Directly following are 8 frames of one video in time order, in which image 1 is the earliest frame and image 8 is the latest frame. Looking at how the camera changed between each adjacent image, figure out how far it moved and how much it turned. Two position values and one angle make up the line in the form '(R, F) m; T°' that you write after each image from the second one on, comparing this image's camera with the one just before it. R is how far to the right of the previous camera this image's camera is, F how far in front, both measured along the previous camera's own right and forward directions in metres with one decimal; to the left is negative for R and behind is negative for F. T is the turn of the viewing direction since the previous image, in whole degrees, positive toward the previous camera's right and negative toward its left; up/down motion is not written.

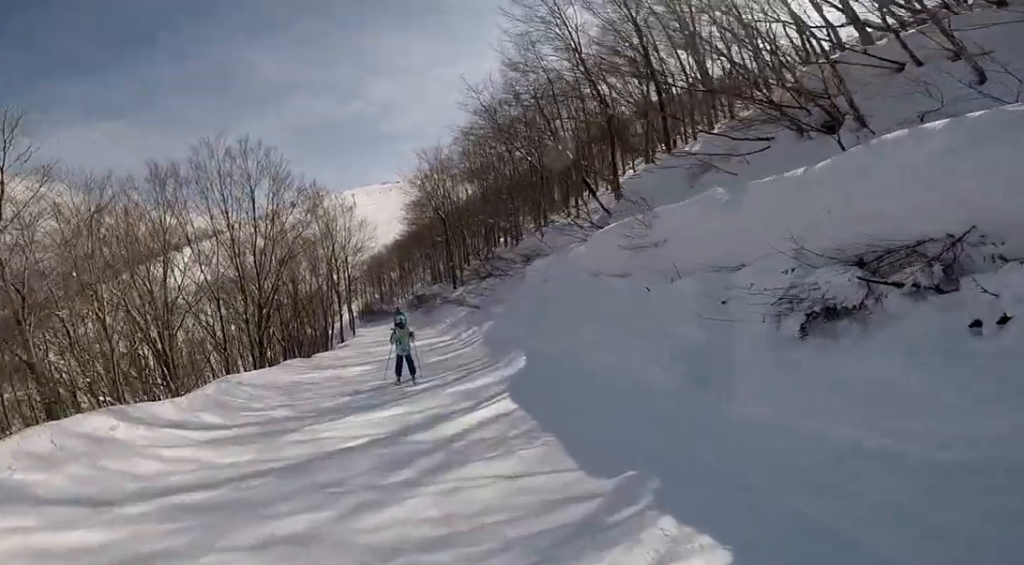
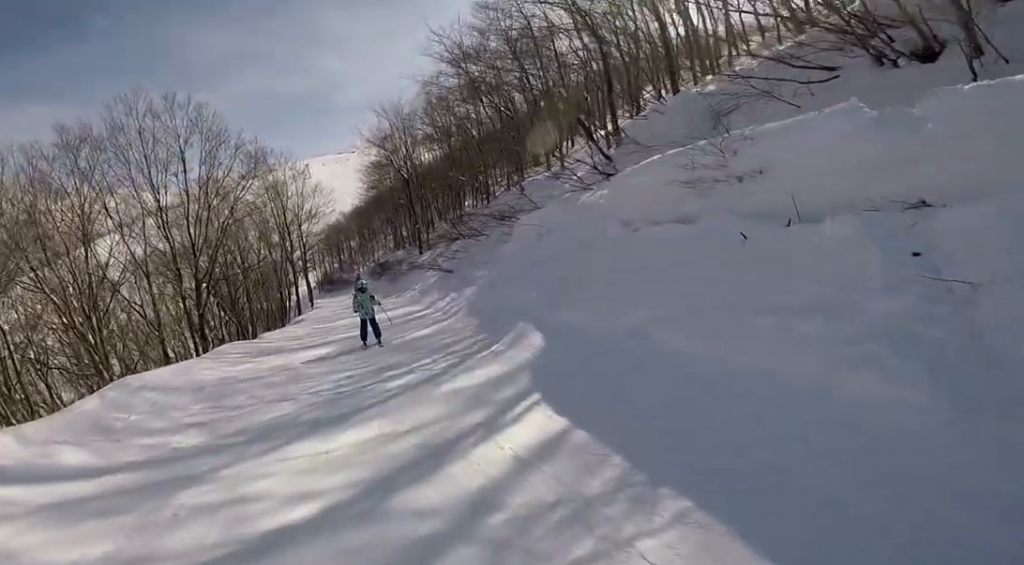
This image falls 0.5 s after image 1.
(+0.3, +2.3) m; 0°
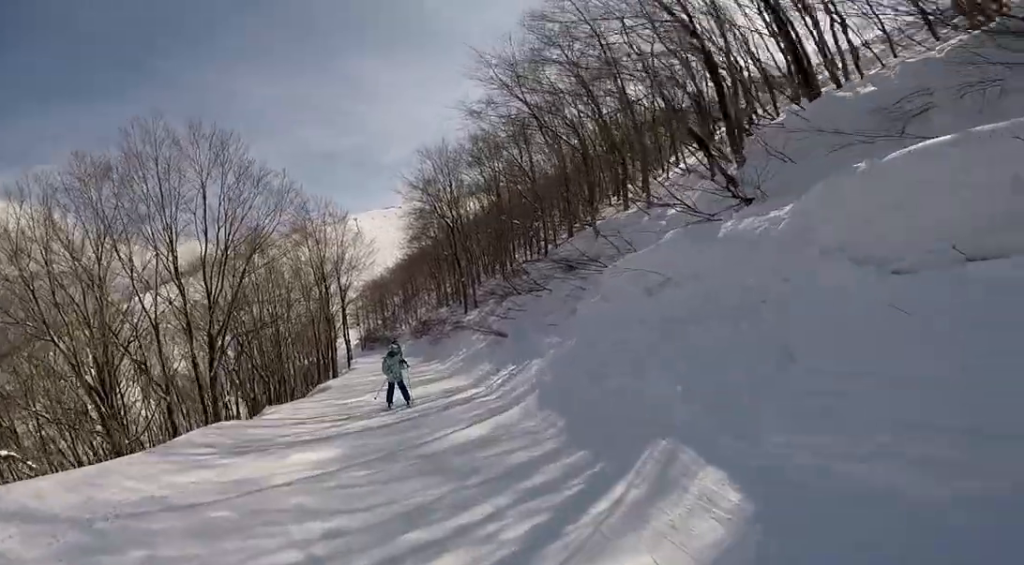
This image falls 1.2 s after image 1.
(-0.4, +3.5) m; 0°
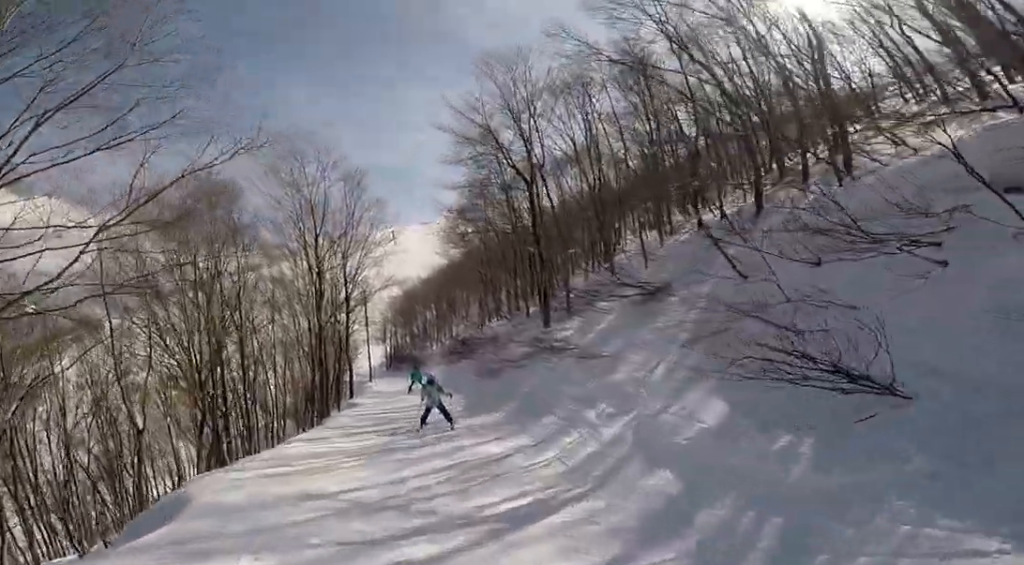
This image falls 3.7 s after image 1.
(-0.2, +12.4) m; -3°
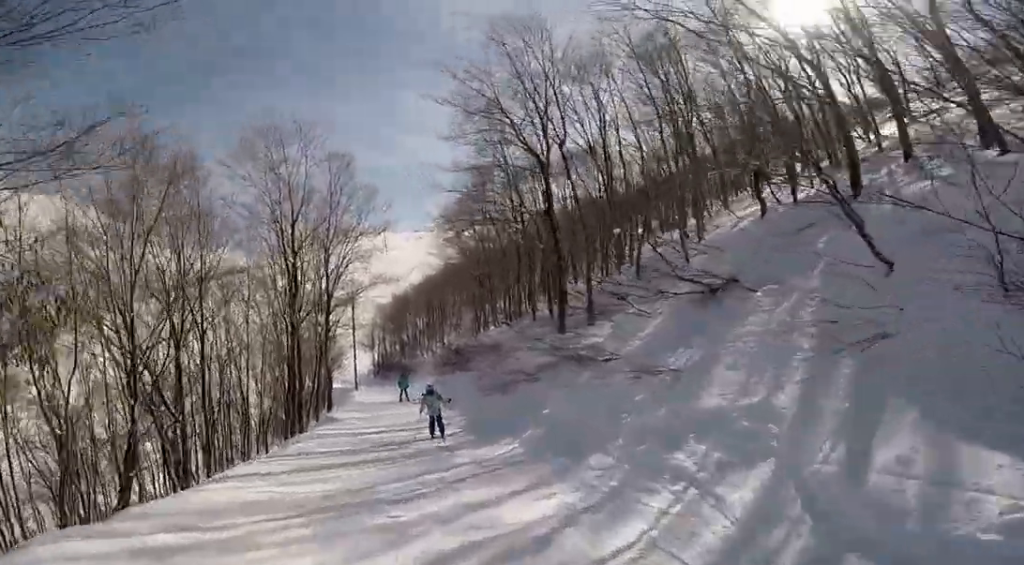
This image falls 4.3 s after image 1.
(+0.1, +2.9) m; +2°
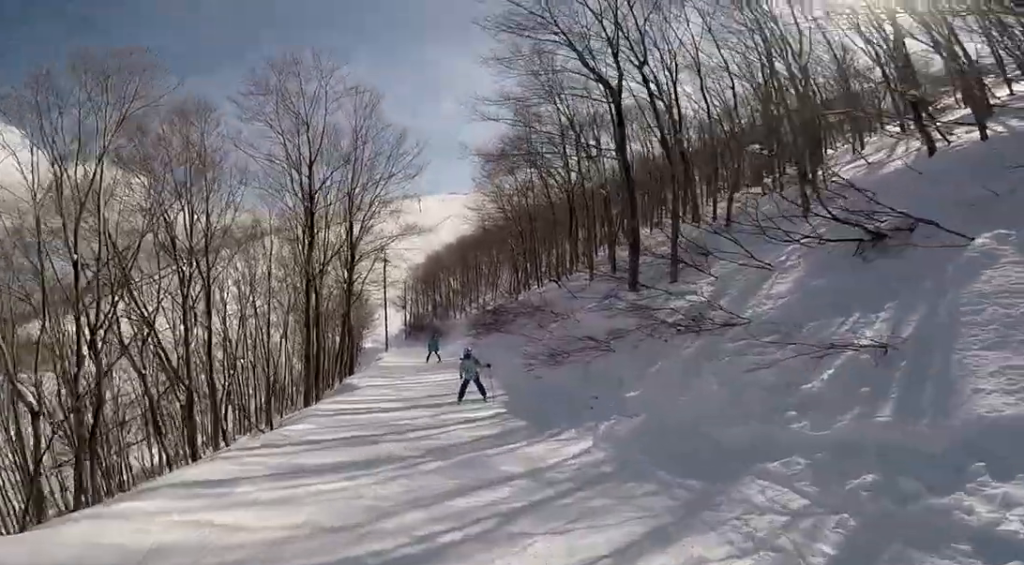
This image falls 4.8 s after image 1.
(0.0, +2.5) m; +3°
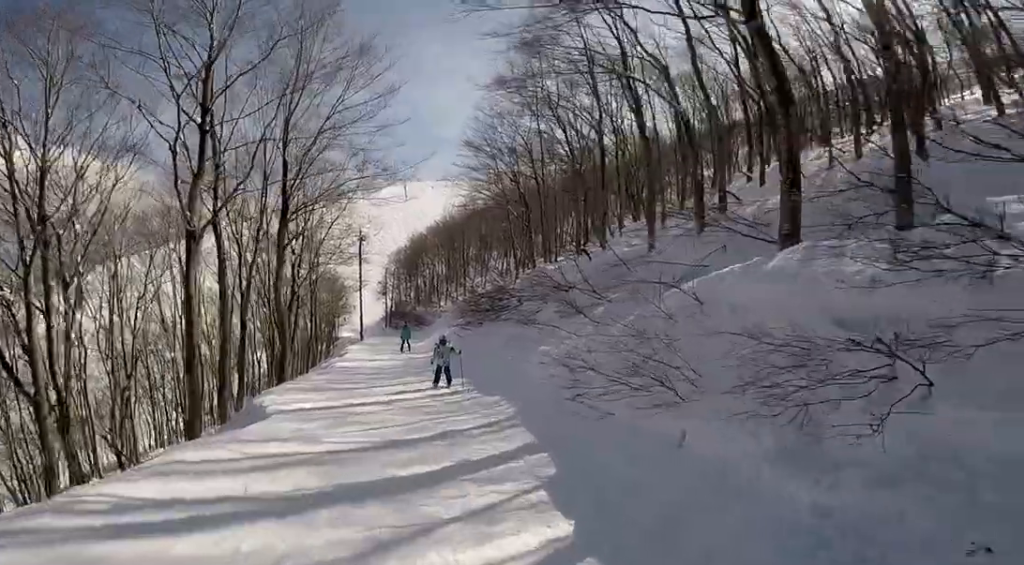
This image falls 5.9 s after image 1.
(+0.4, +6.0) m; +4°
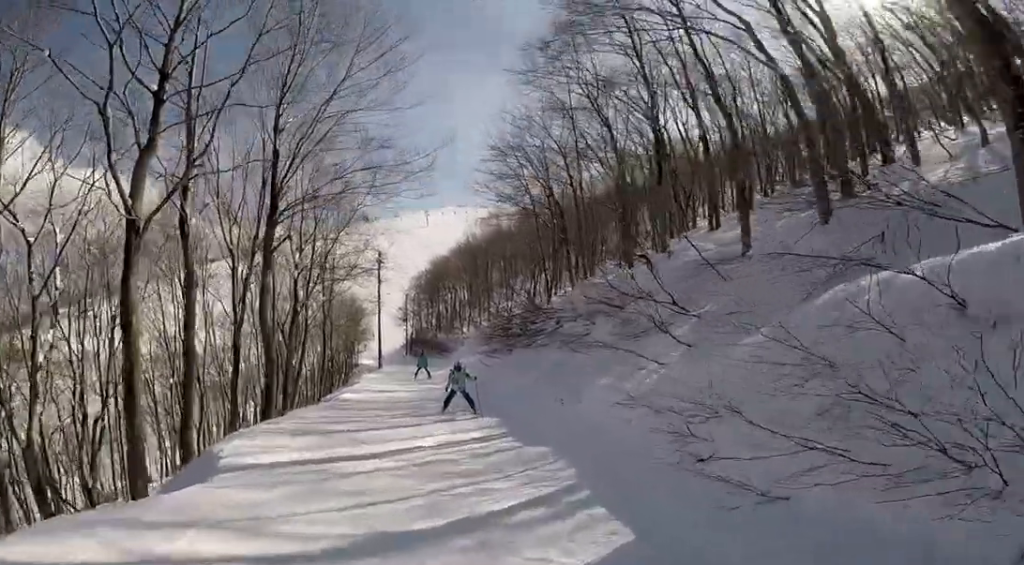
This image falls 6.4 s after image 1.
(+0.4, +2.5) m; -3°
